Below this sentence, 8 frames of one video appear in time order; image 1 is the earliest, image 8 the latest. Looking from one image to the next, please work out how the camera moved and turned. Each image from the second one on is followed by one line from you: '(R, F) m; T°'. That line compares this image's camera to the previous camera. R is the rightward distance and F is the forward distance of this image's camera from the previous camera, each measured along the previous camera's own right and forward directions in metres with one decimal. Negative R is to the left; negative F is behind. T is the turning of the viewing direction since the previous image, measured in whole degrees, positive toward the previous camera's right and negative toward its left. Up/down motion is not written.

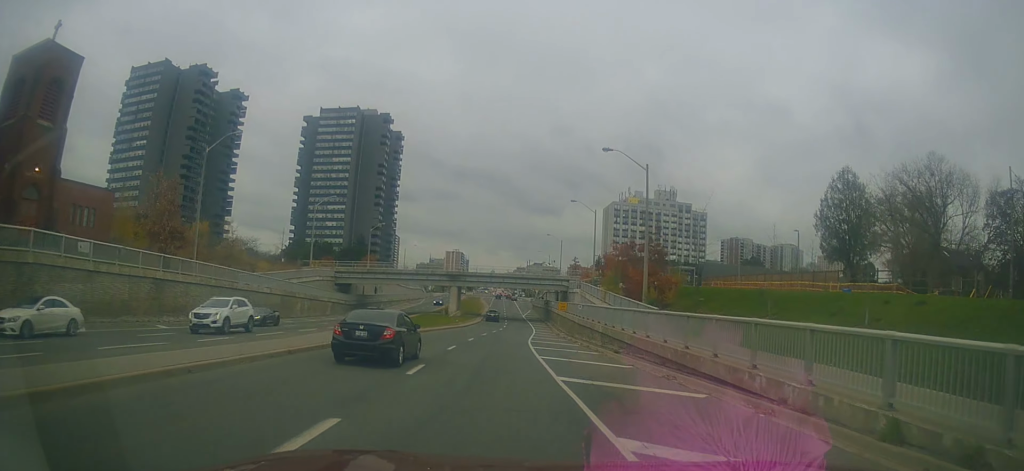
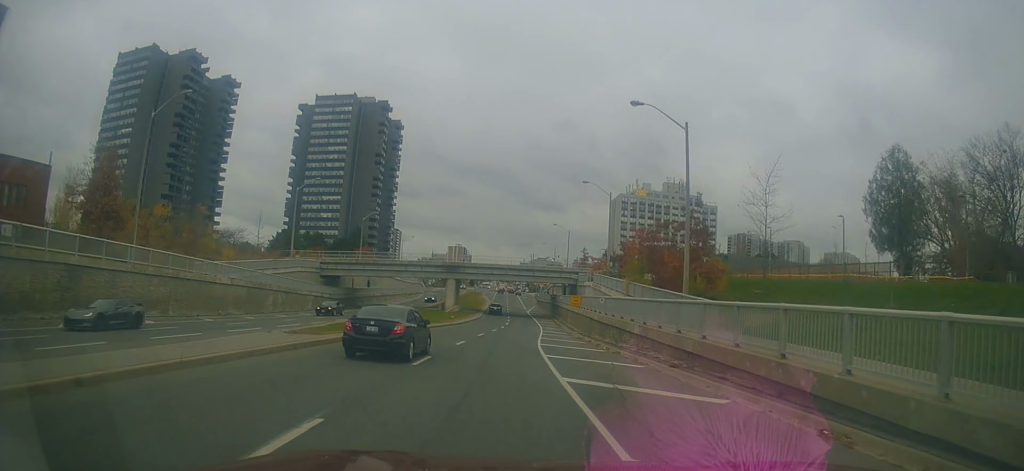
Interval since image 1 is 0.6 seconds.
(+0.4, +8.6) m; +1°
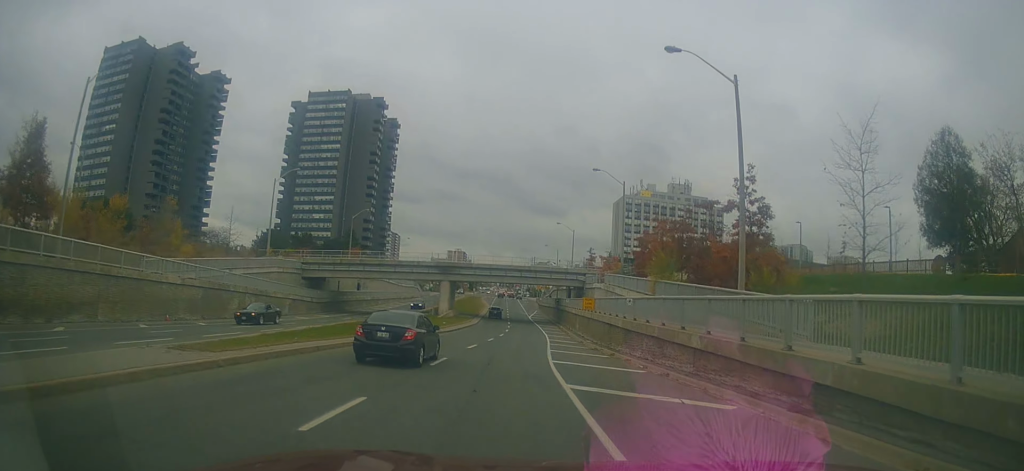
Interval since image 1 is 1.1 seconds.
(-0.2, +7.7) m; 0°
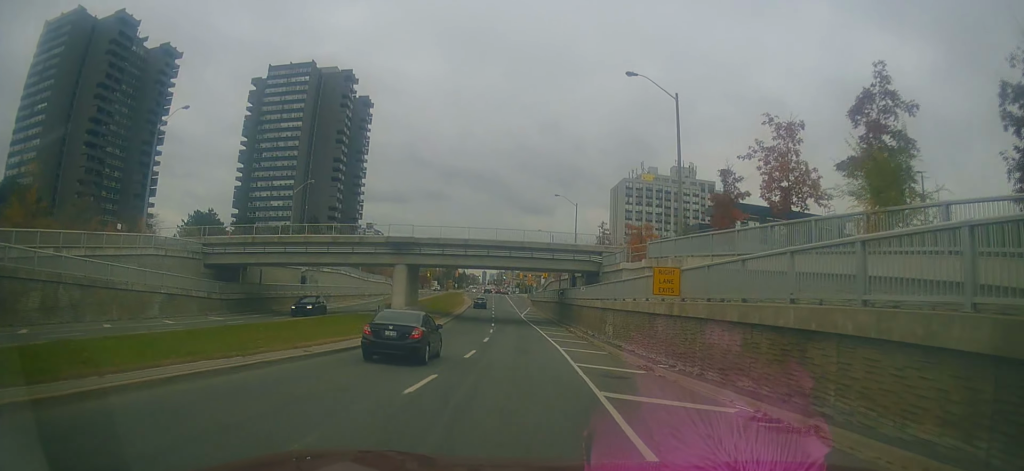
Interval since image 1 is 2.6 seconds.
(+0.3, +23.1) m; +1°
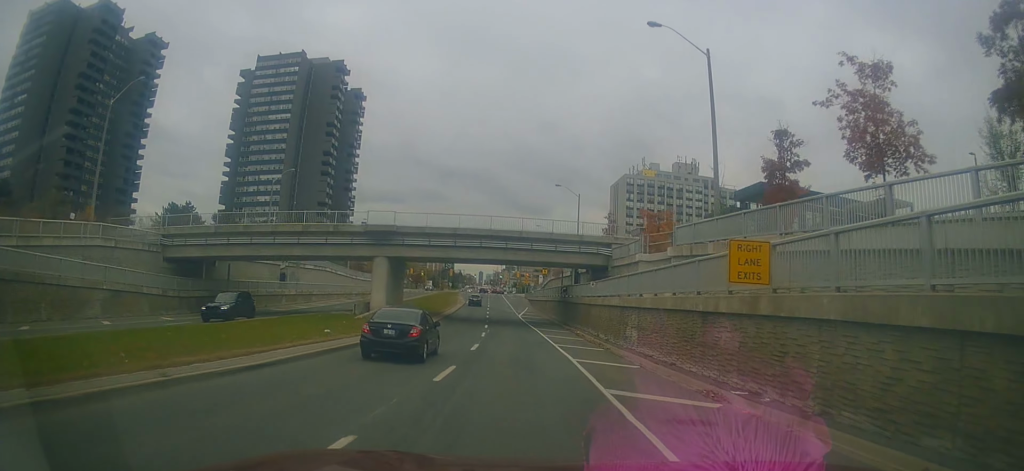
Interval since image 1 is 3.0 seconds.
(-0.1, +6.8) m; -1°
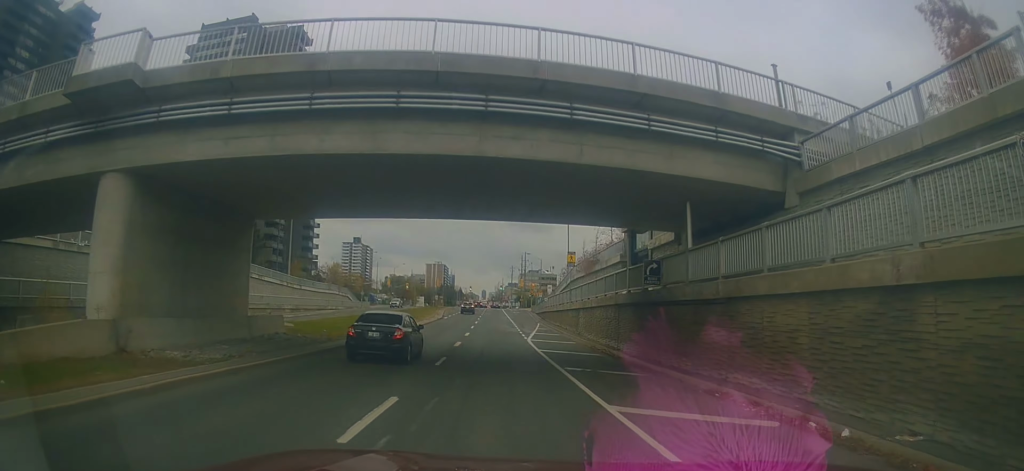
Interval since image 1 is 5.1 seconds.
(-0.1, +32.5) m; +1°
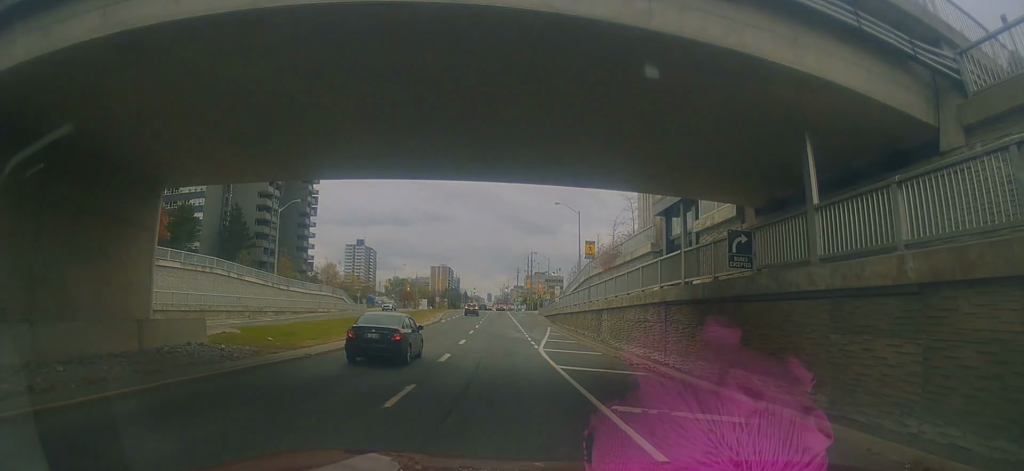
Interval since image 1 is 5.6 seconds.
(+0.1, +7.1) m; 0°
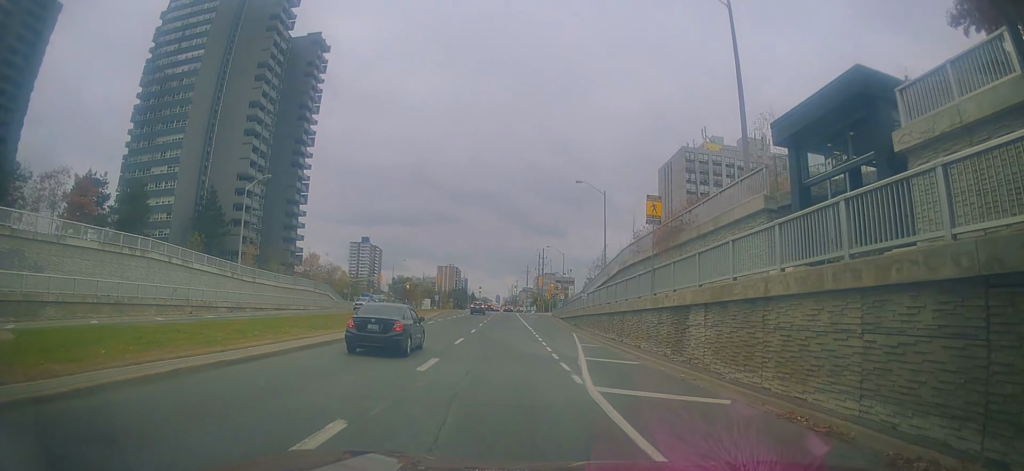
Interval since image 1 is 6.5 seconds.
(-0.1, +13.3) m; -2°
